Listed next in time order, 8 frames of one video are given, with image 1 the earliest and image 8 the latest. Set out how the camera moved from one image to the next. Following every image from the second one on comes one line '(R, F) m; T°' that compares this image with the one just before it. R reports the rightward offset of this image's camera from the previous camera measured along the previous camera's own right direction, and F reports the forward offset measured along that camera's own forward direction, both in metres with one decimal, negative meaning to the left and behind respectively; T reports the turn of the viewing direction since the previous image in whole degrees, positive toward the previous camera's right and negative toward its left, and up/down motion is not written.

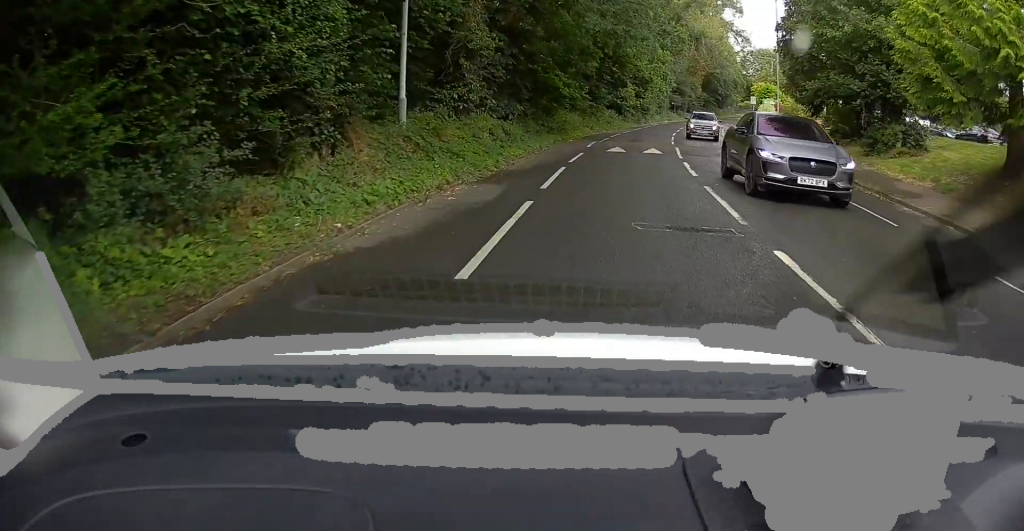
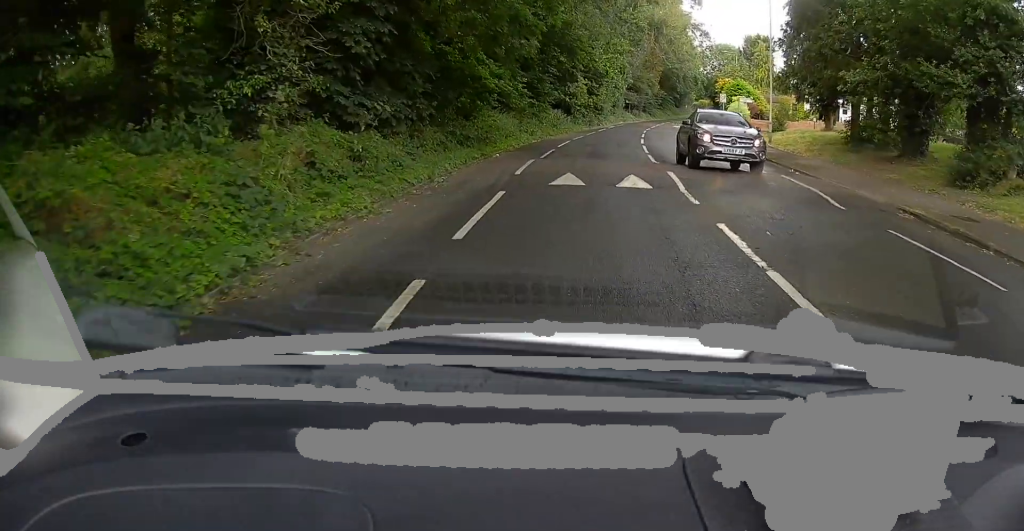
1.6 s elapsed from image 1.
(+0.9, +10.4) m; +5°
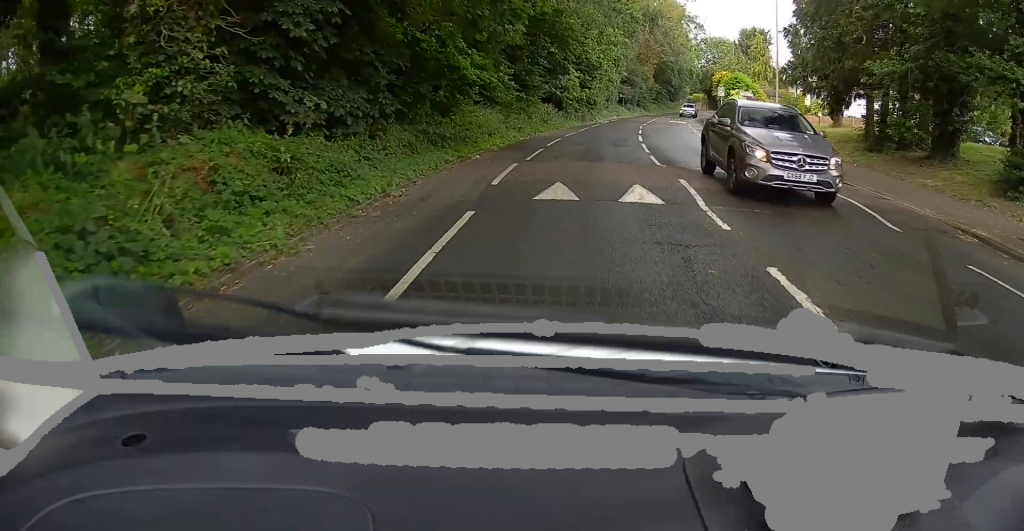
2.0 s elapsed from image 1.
(+0.2, +2.6) m; -1°
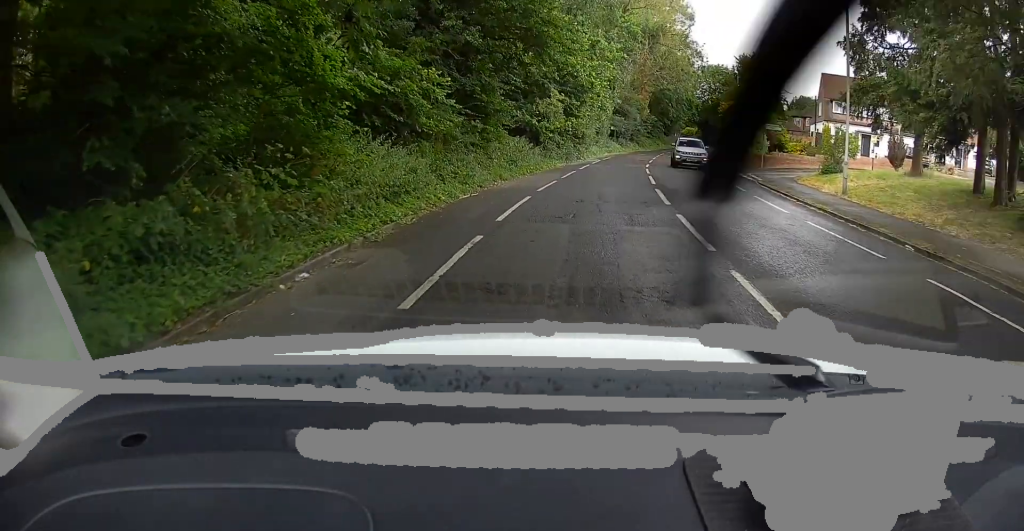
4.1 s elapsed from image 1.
(+0.3, +11.4) m; +9°
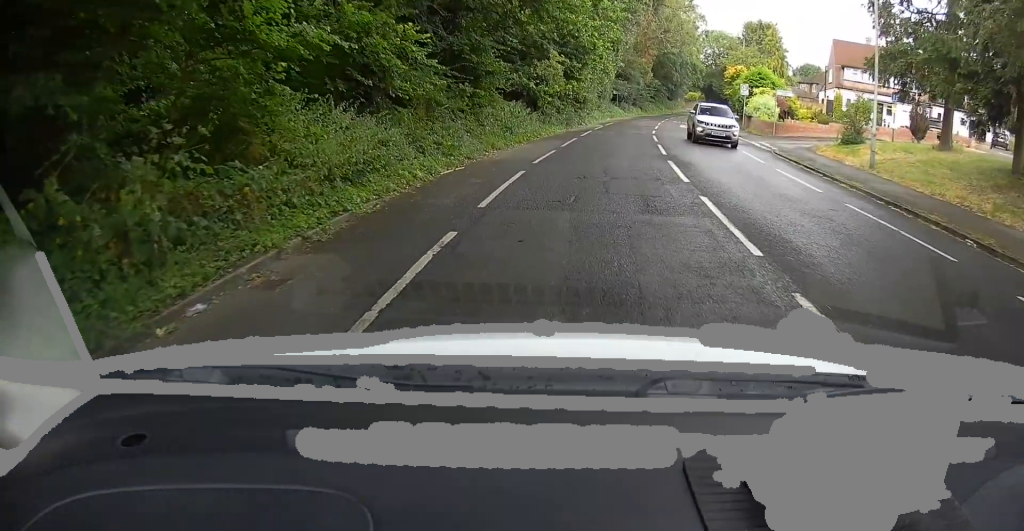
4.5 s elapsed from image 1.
(0.0, +2.3) m; -2°
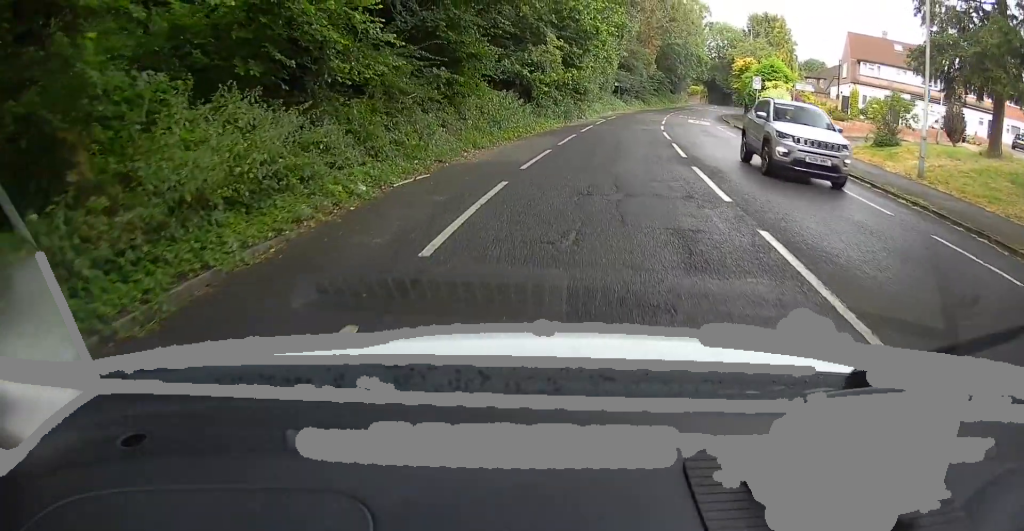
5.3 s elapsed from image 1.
(0.0, +3.6) m; -4°
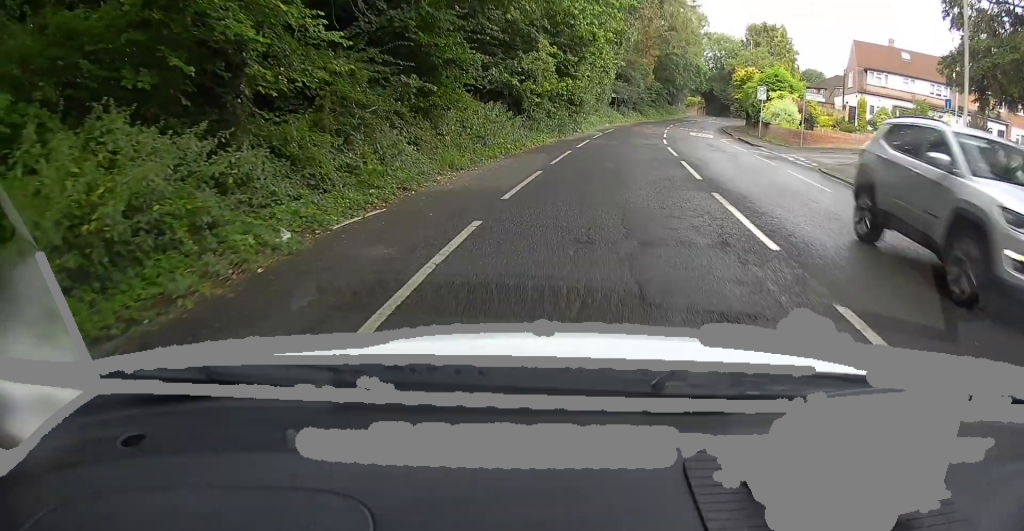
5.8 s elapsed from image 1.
(-0.2, +2.3) m; -2°
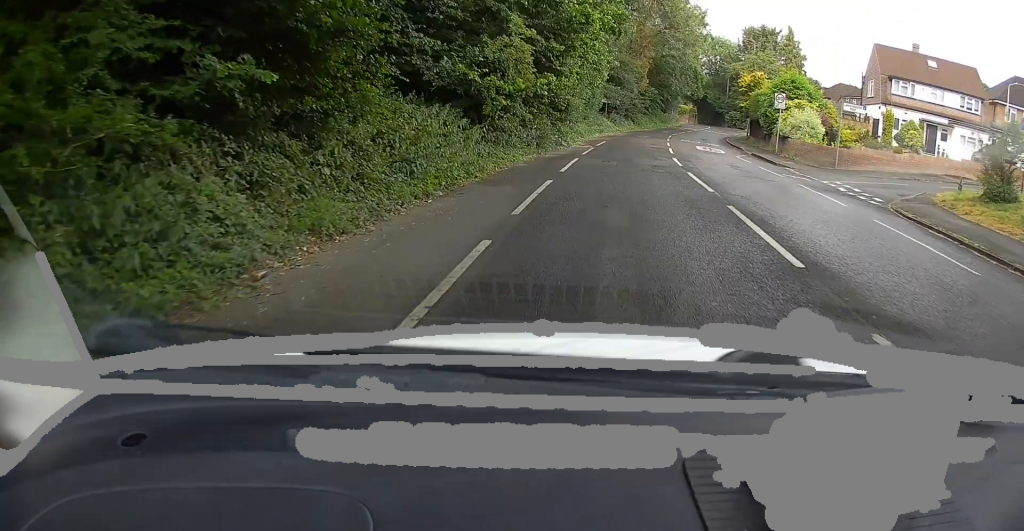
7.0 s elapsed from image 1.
(-0.1, +6.3) m; +5°
